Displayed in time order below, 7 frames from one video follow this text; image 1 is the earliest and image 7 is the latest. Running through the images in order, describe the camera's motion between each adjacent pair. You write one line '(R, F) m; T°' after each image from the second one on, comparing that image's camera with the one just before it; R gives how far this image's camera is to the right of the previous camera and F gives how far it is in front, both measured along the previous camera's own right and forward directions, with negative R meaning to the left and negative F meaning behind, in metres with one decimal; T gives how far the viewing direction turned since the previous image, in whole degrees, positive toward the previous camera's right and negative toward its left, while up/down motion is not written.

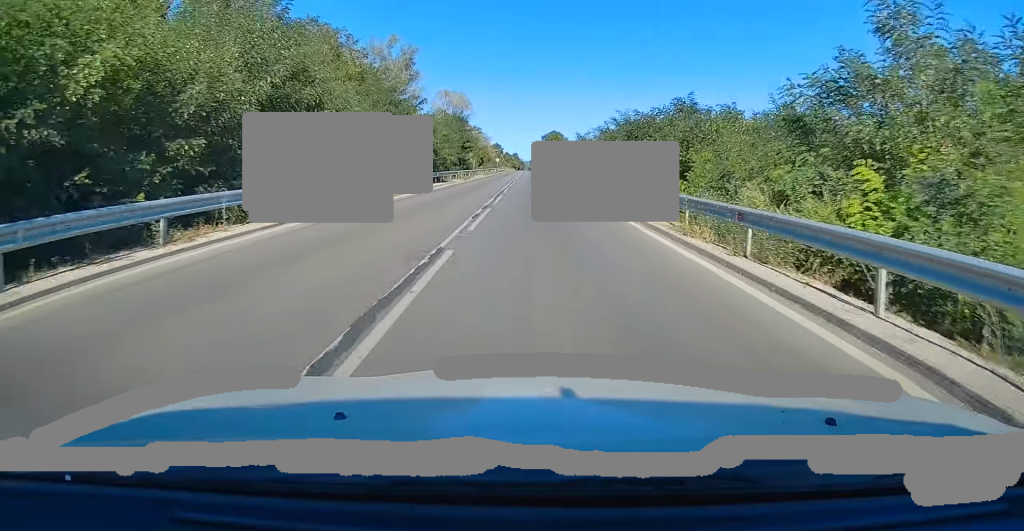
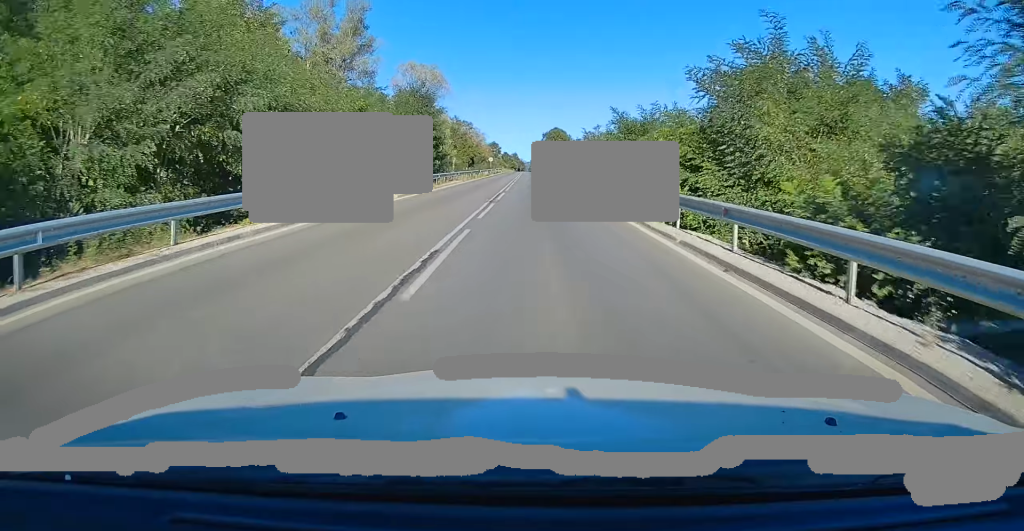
(+0.3, +23.5) m; +1°
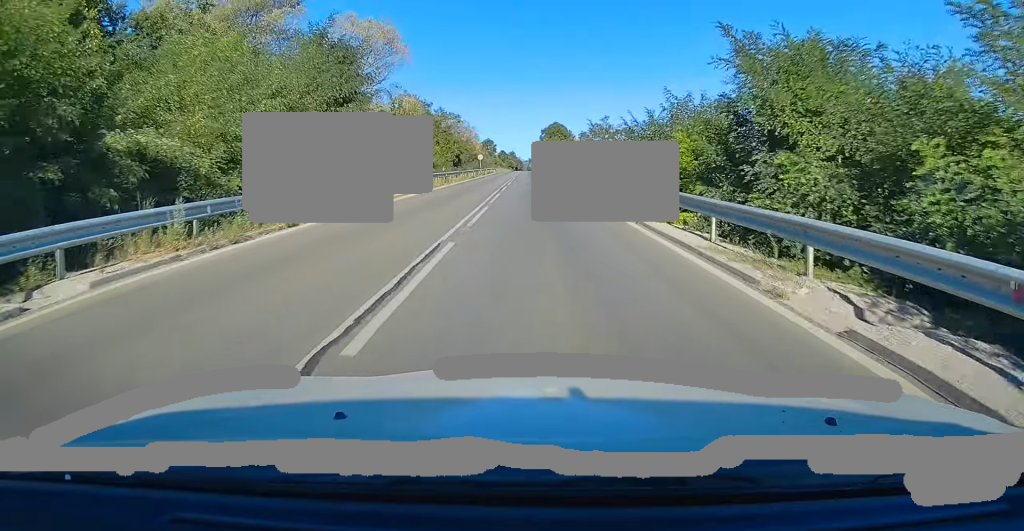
(0.0, +19.0) m; 0°
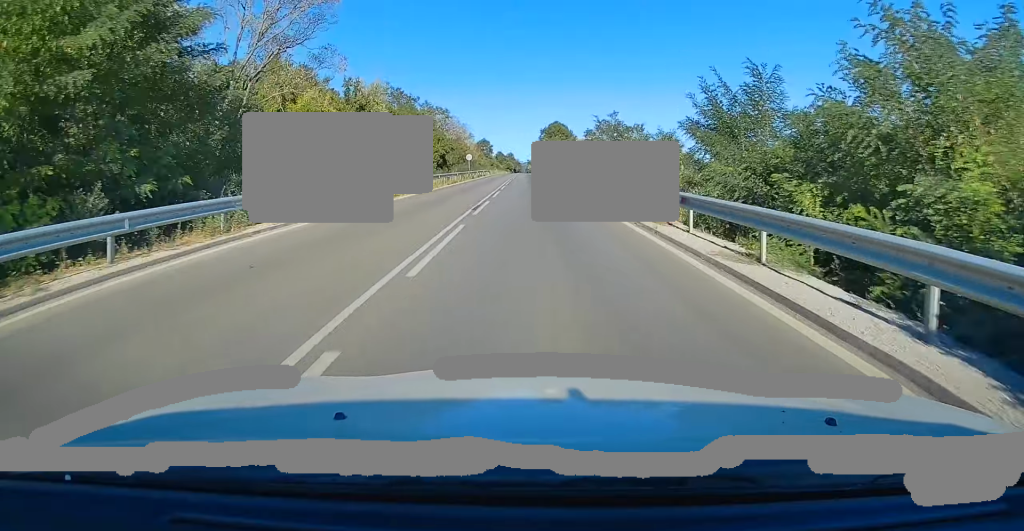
(0.0, +14.6) m; 0°
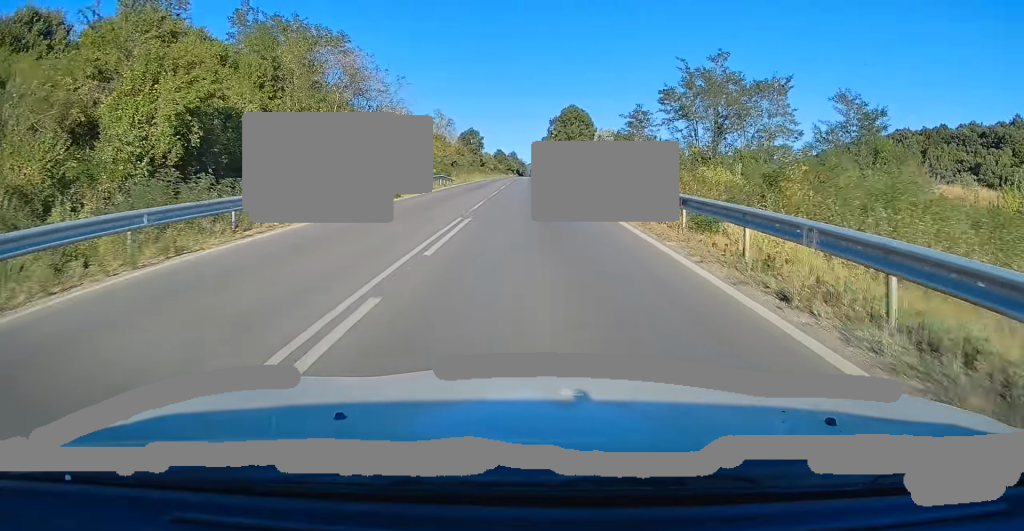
(-0.5, +59.4) m; -1°
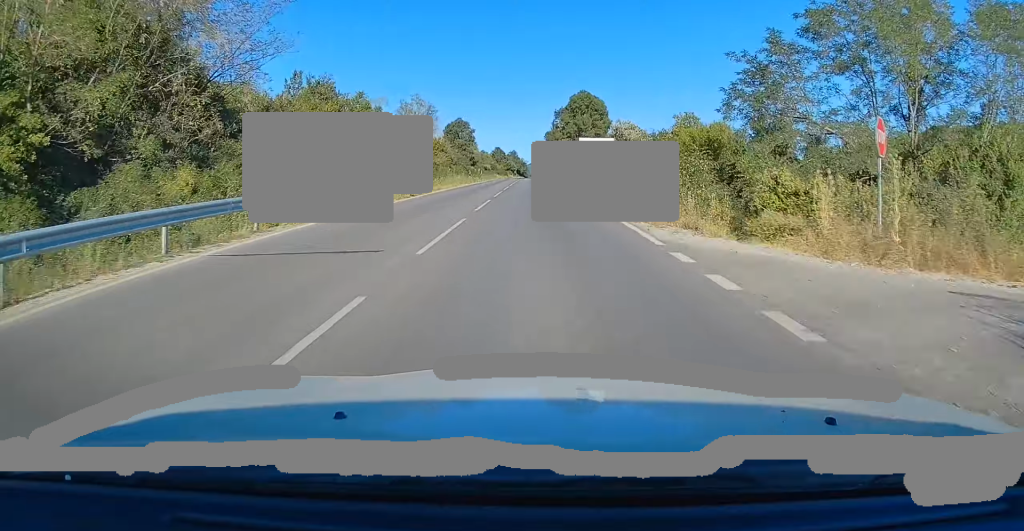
(+0.1, +27.1) m; +1°
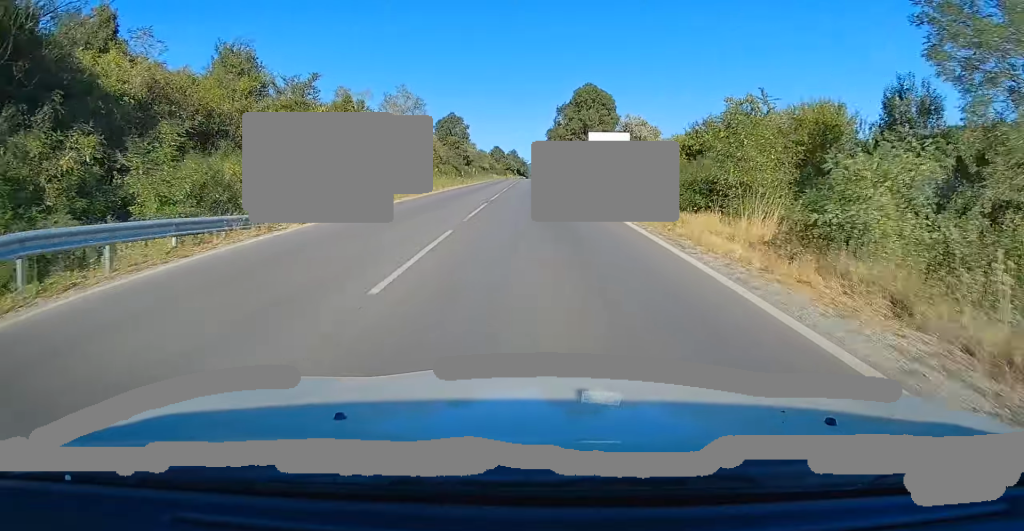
(+0.1, +11.6) m; 0°
